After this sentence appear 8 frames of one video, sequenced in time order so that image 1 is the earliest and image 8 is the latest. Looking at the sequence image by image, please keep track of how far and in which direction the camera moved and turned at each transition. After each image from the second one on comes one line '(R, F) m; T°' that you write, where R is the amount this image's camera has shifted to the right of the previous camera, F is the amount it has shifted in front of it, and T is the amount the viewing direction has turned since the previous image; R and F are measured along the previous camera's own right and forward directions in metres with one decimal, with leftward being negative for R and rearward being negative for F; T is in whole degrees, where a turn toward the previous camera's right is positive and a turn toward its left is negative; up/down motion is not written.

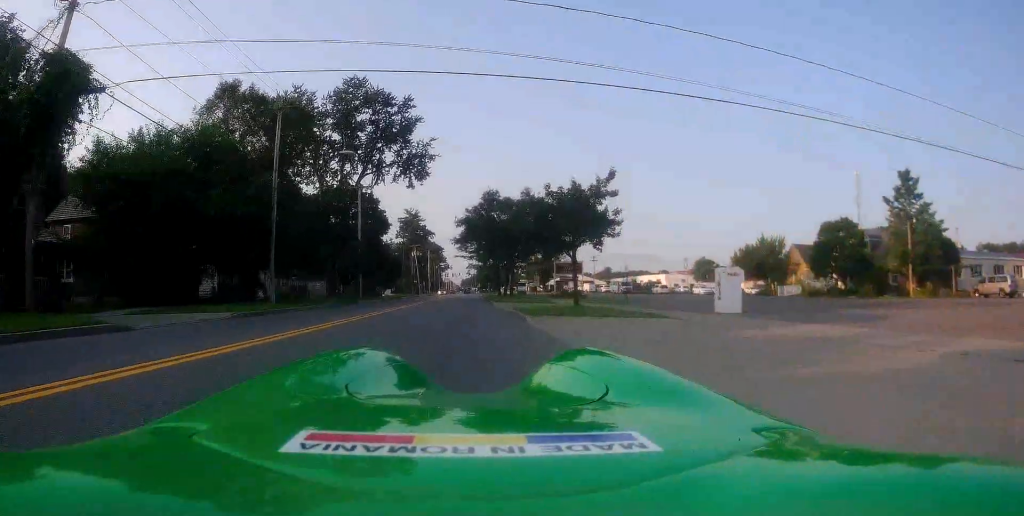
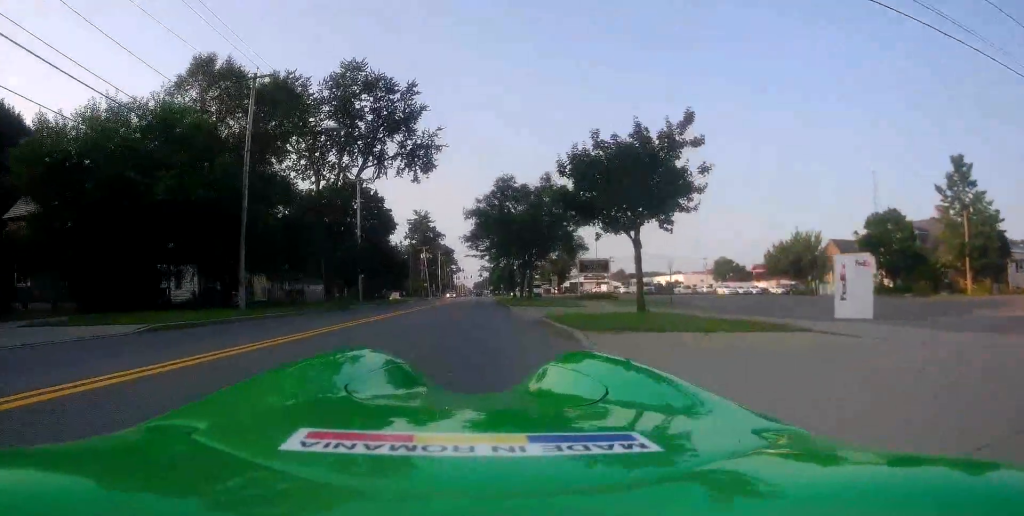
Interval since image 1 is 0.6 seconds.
(0.0, +5.8) m; -1°
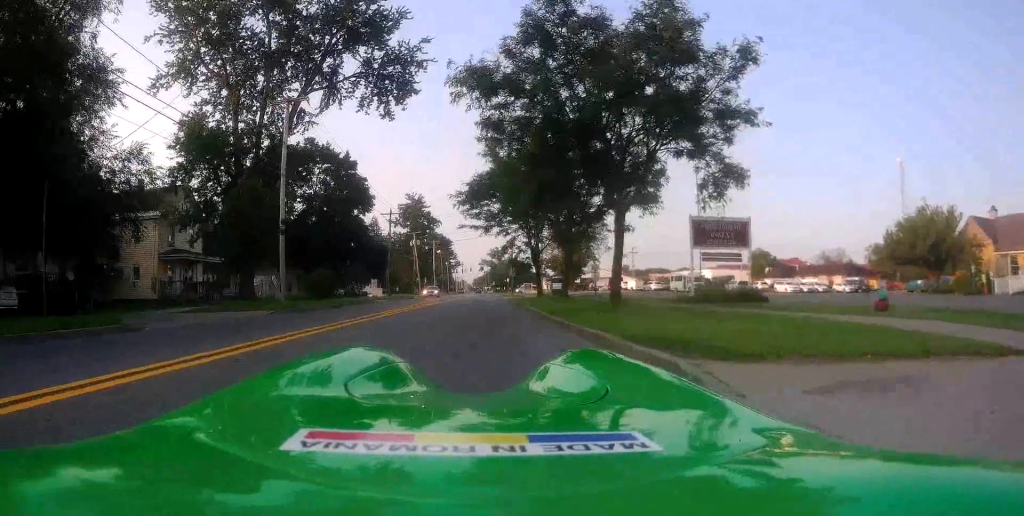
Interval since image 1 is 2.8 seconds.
(-0.5, +22.0) m; 0°
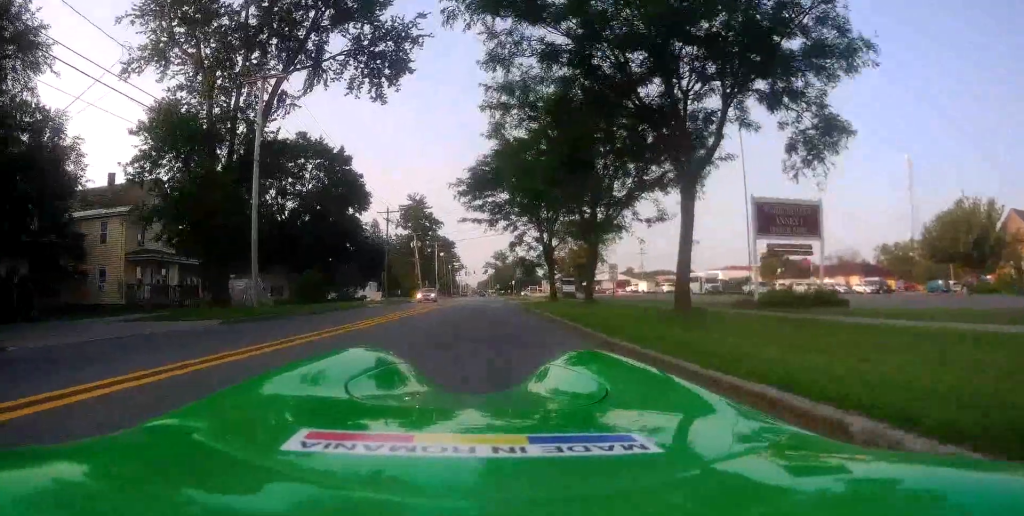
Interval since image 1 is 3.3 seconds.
(+0.1, +4.4) m; +1°
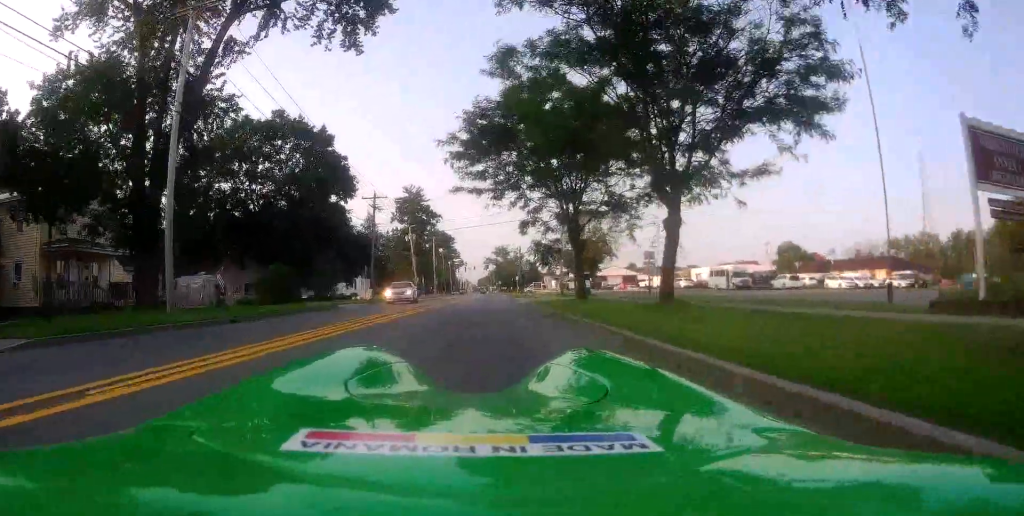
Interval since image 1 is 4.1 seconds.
(0.0, +8.1) m; 0°
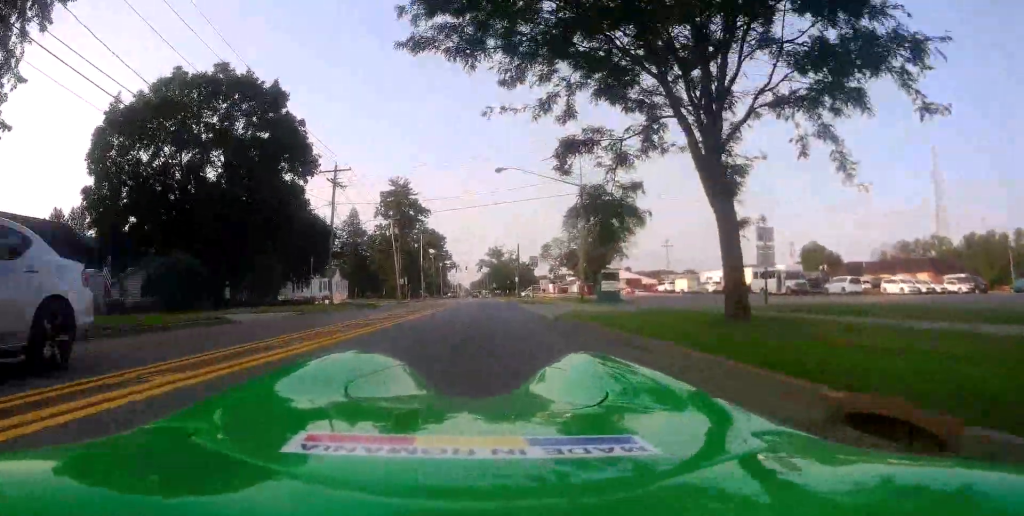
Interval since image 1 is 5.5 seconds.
(0.0, +13.4) m; 0°
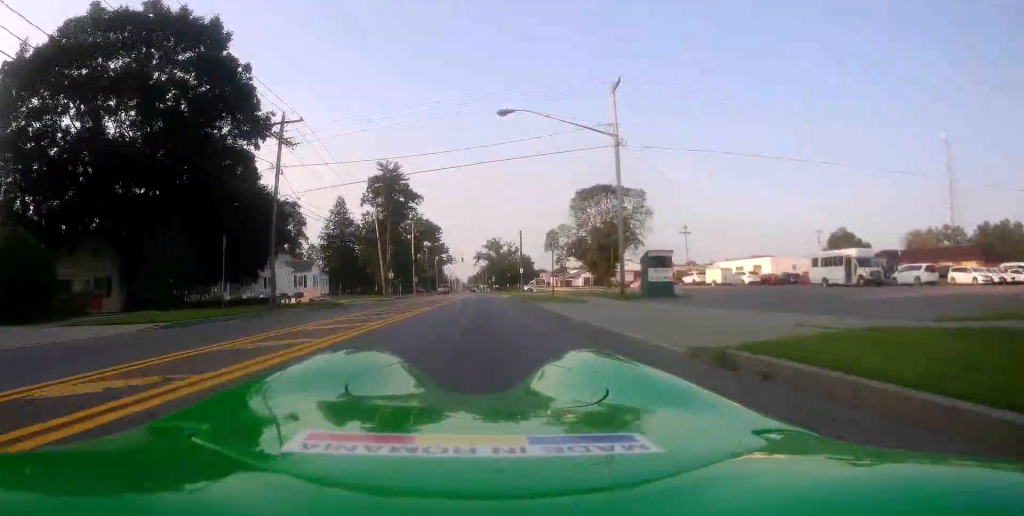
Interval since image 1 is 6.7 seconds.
(0.0, +11.5) m; 0°
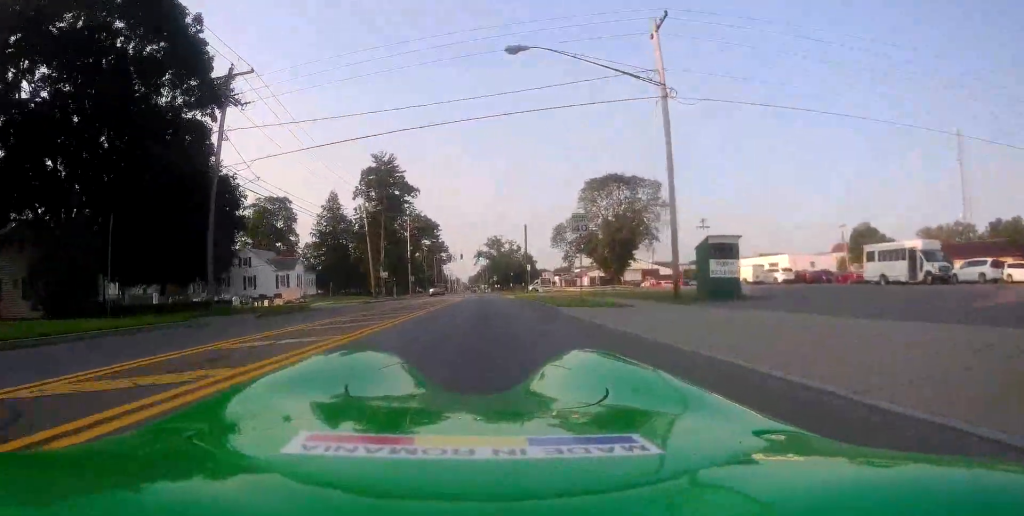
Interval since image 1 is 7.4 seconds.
(0.0, +7.5) m; 0°
